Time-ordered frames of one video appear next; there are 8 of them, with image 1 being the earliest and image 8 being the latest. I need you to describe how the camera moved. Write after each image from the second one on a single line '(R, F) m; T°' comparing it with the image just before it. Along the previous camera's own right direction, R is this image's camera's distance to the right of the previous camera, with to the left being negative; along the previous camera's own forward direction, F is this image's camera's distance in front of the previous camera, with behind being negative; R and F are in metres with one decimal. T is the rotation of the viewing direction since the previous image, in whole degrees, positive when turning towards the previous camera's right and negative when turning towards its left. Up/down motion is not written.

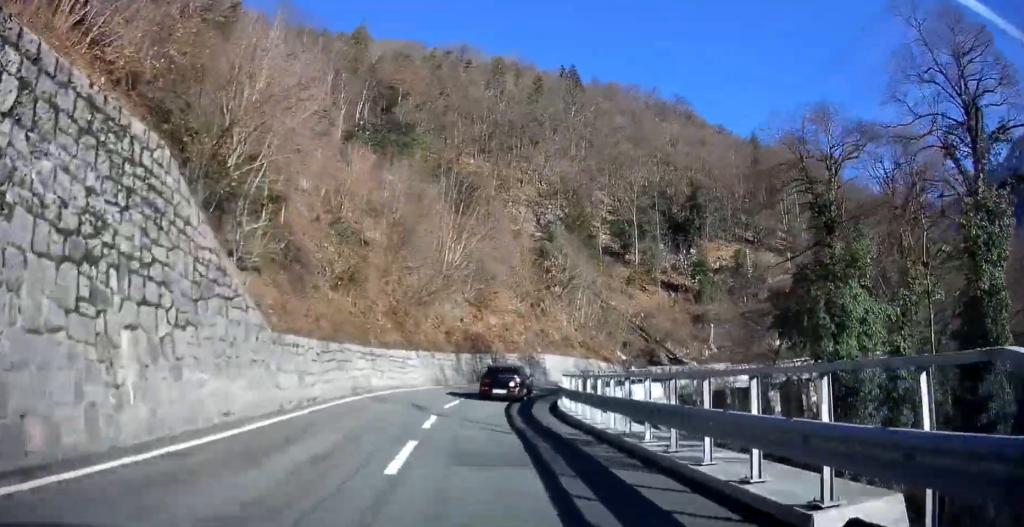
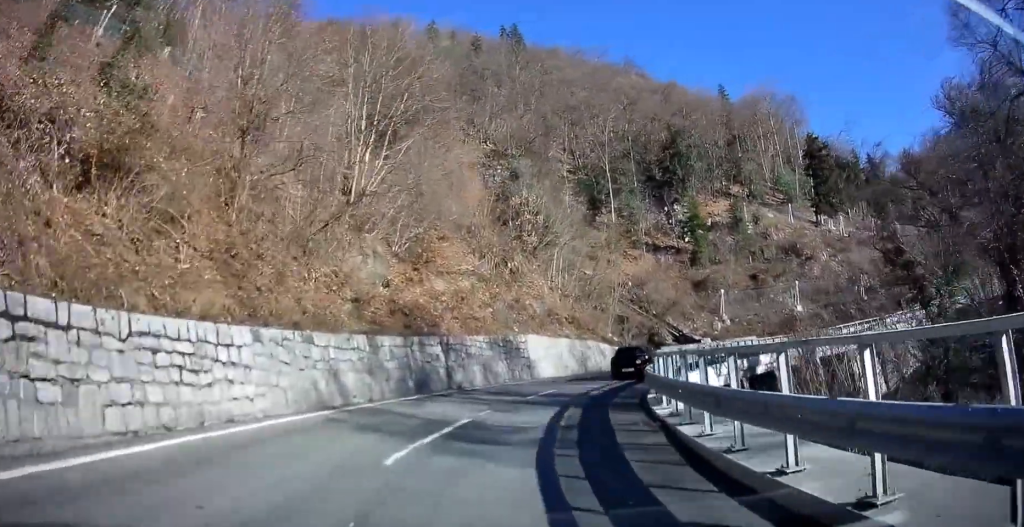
(+0.4, +18.0) m; +5°
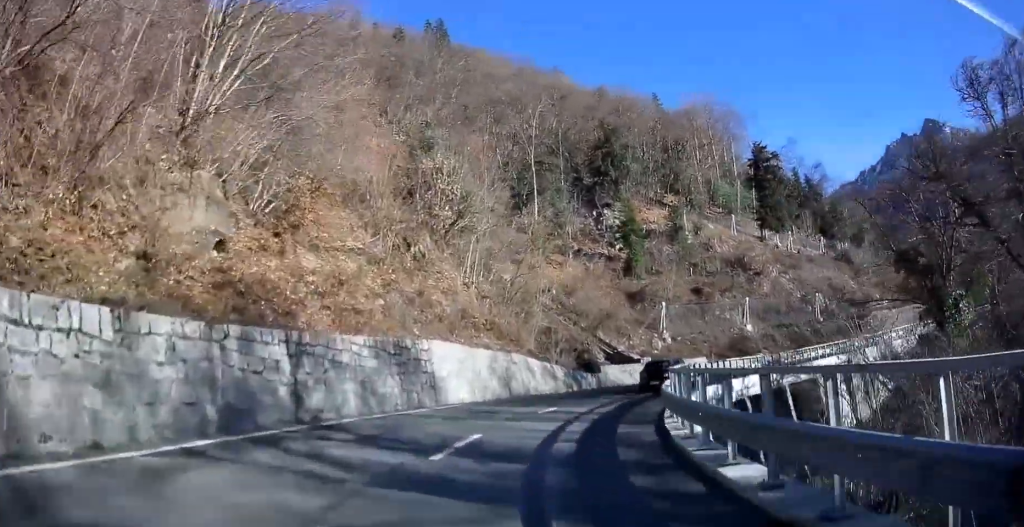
(+0.5, +9.2) m; +9°
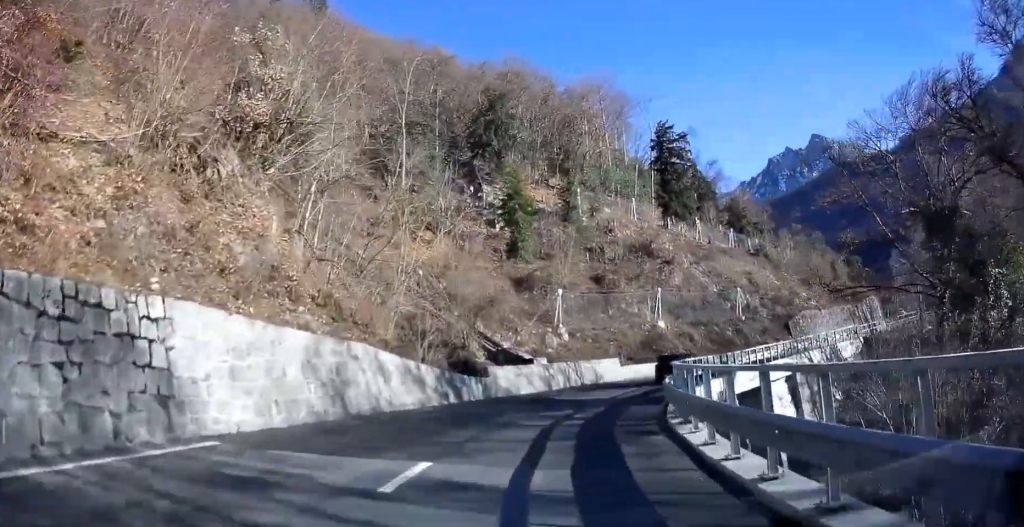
(+1.2, +10.6) m; +13°
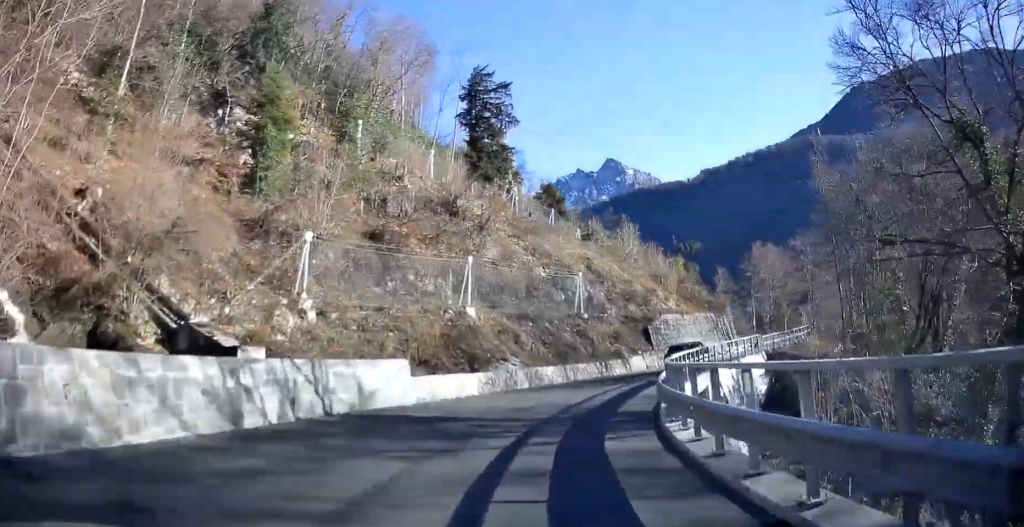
(+3.0, +17.1) m; +19°
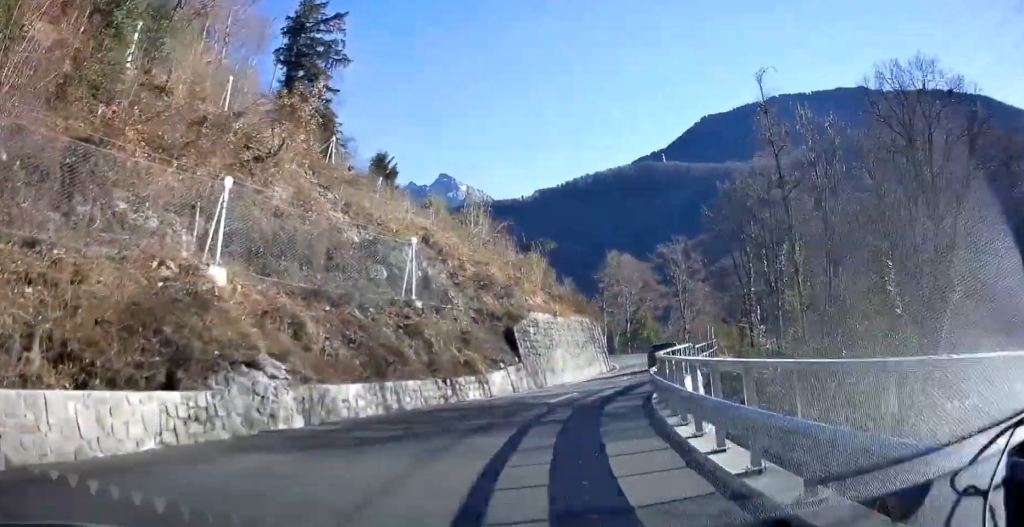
(+1.8, +13.5) m; +16°
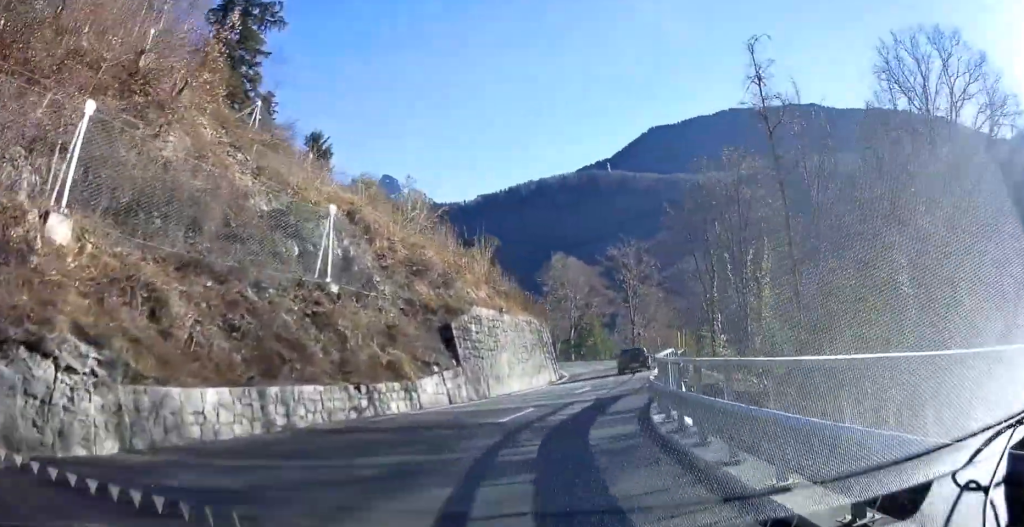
(-0.1, +4.6) m; +6°
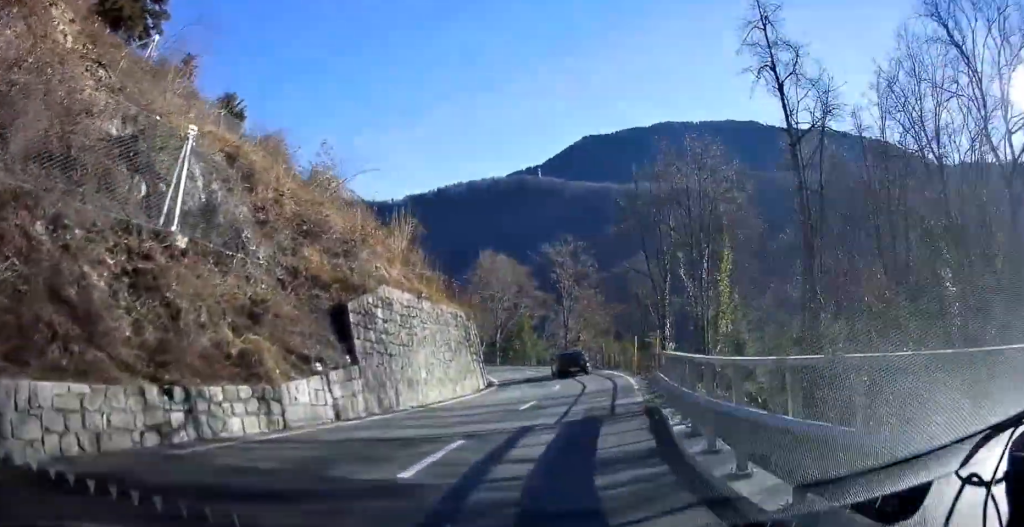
(+0.8, +5.9) m; +8°
